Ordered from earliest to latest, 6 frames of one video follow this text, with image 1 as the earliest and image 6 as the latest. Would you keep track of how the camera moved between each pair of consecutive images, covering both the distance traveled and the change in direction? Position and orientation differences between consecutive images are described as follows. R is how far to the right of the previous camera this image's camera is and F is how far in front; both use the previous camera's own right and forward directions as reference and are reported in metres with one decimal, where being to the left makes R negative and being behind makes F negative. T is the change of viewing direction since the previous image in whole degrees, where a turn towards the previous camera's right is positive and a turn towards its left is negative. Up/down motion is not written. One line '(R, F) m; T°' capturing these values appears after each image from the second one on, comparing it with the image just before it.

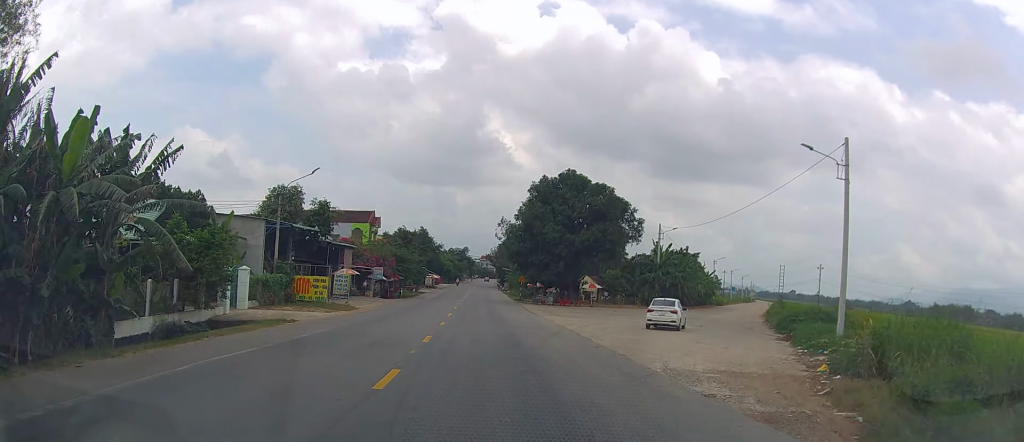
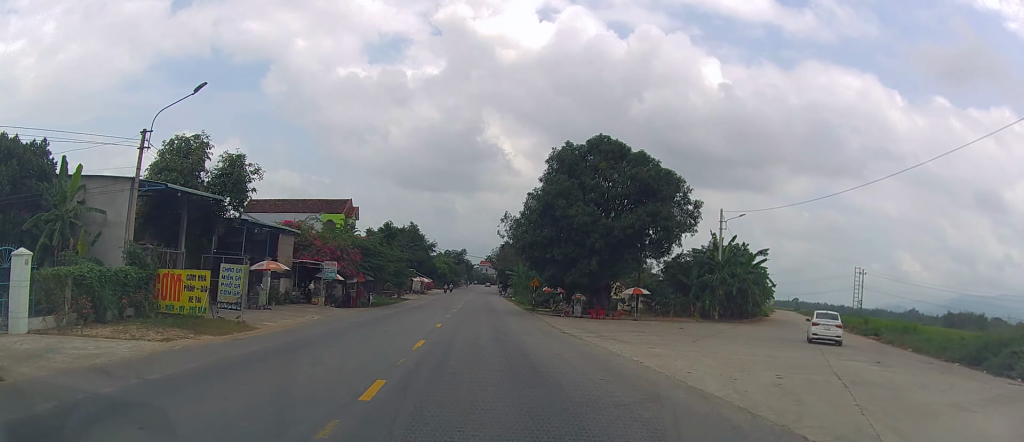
(0.0, +18.4) m; -3°
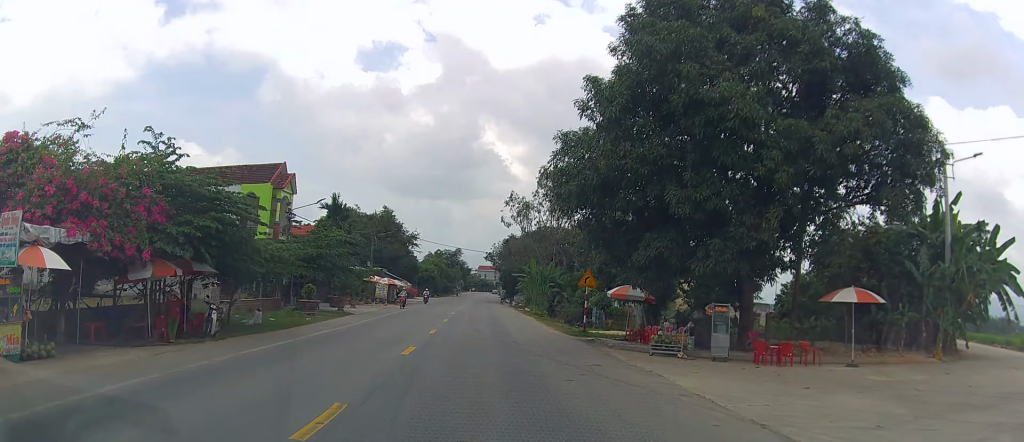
(-0.5, +28.0) m; +2°
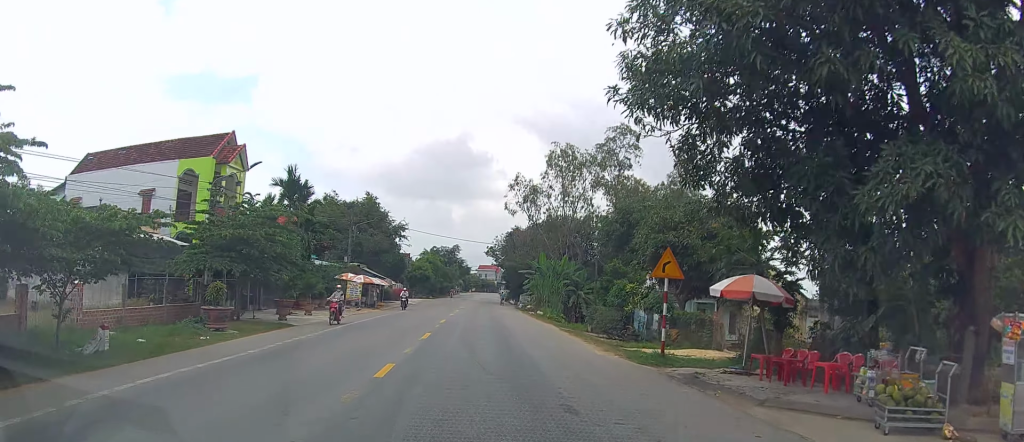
(+0.2, +12.1) m; +1°
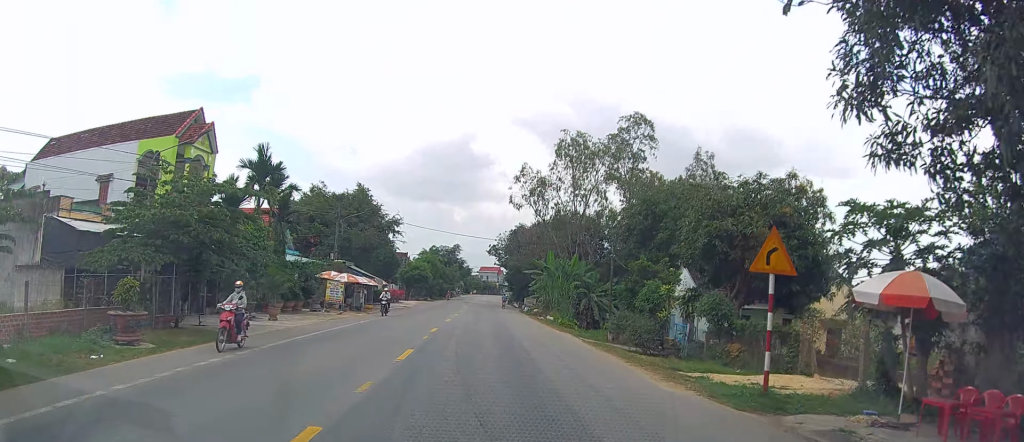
(0.0, +6.1) m; 0°
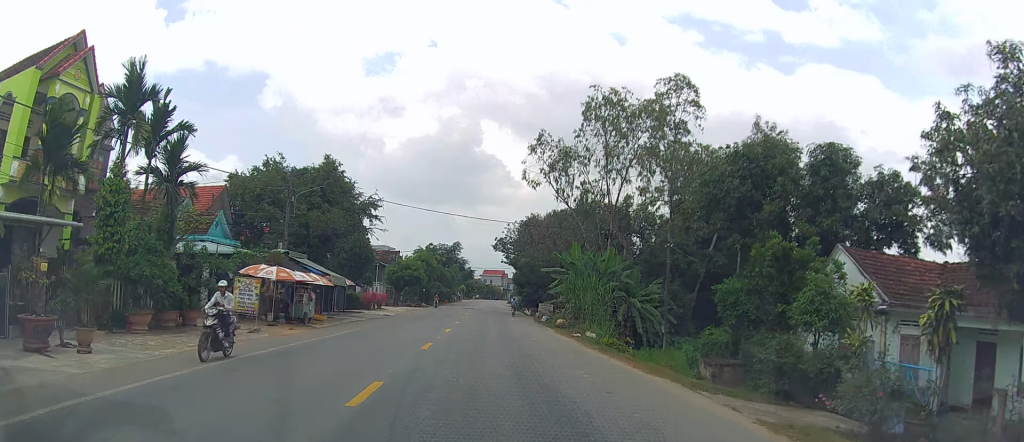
(0.0, +14.8) m; 0°
